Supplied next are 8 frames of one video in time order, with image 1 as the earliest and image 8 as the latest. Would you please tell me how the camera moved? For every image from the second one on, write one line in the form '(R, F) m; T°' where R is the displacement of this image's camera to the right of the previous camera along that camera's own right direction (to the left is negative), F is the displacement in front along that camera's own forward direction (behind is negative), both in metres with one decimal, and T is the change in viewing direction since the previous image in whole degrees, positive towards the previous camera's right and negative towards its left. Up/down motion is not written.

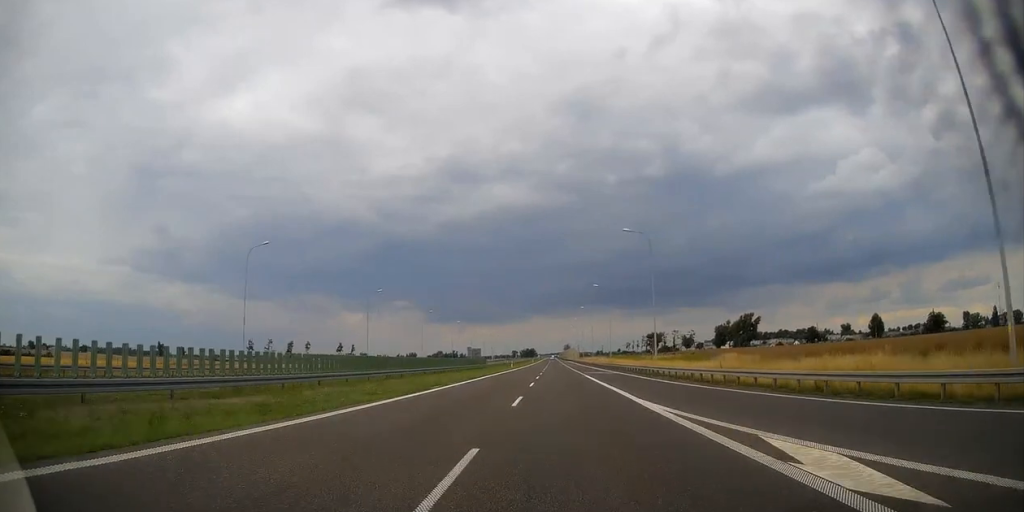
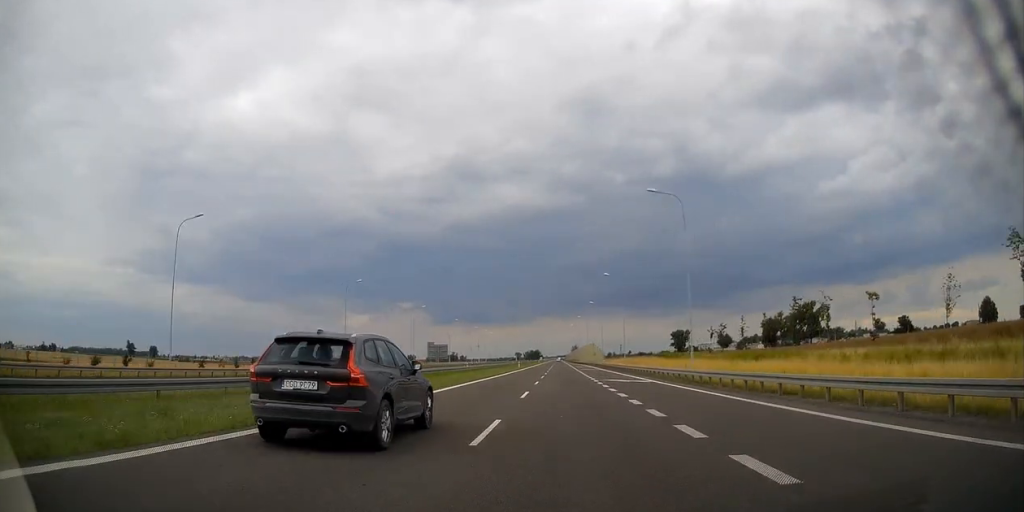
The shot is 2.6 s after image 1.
(0.0, +92.6) m; 0°
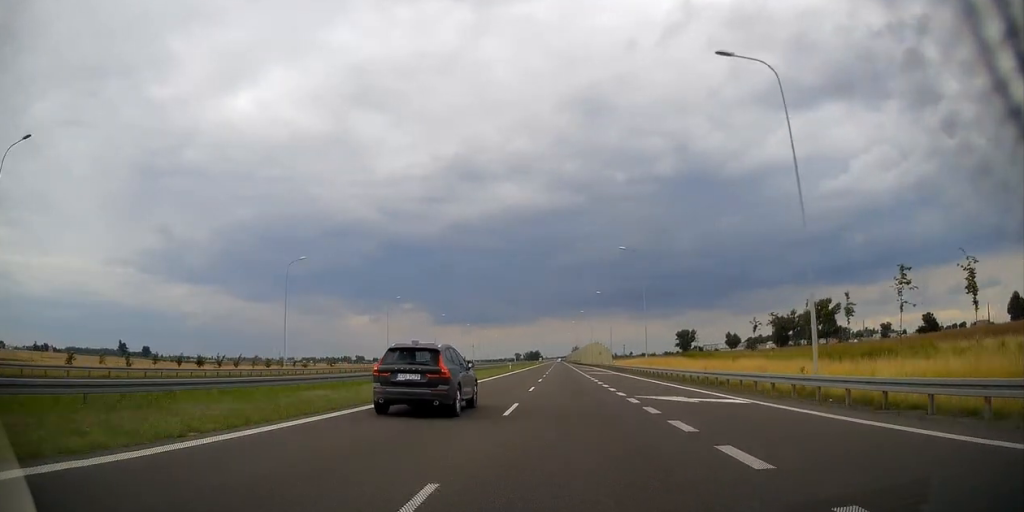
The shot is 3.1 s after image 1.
(-0.1, +19.3) m; 0°
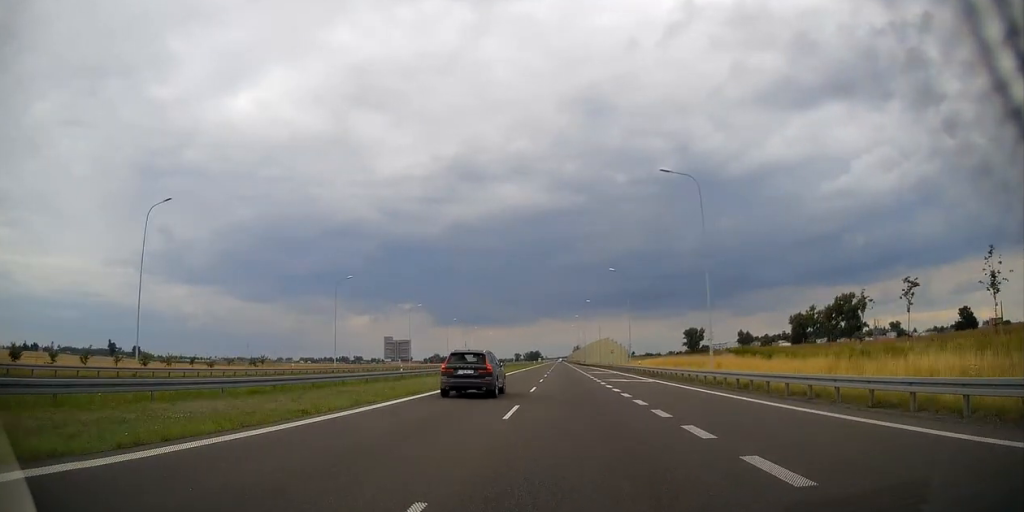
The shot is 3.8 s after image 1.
(0.0, +25.3) m; 0°
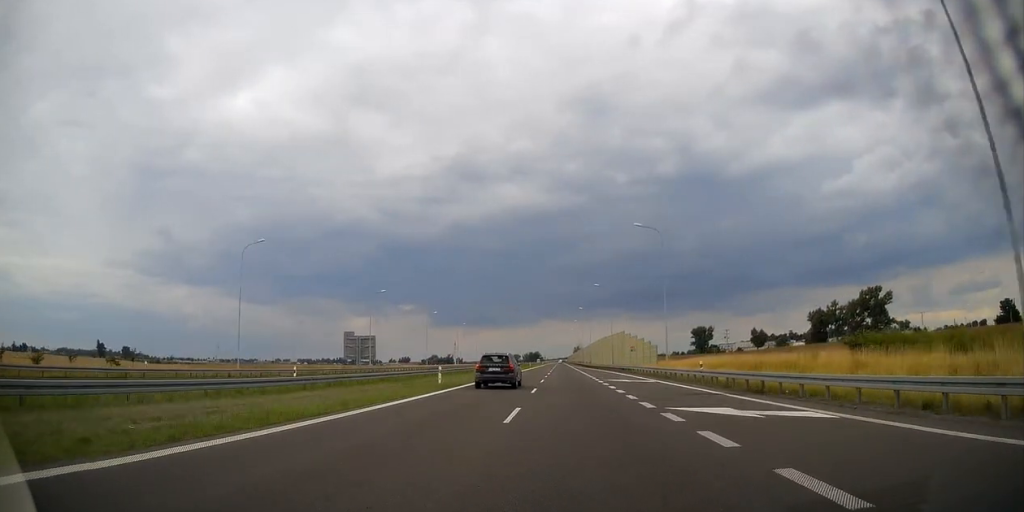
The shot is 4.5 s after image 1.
(+0.1, +25.3) m; 0°
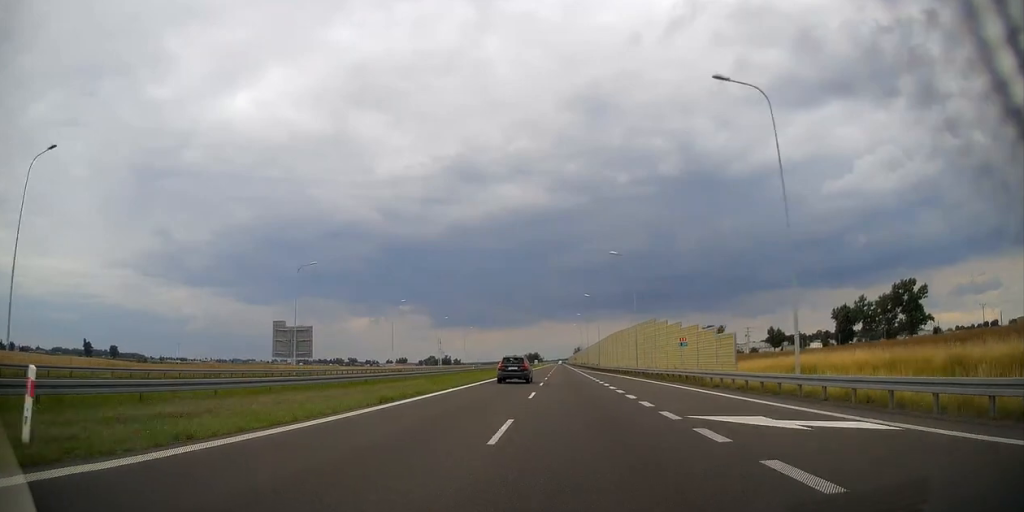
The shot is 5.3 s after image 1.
(0.0, +27.6) m; 0°
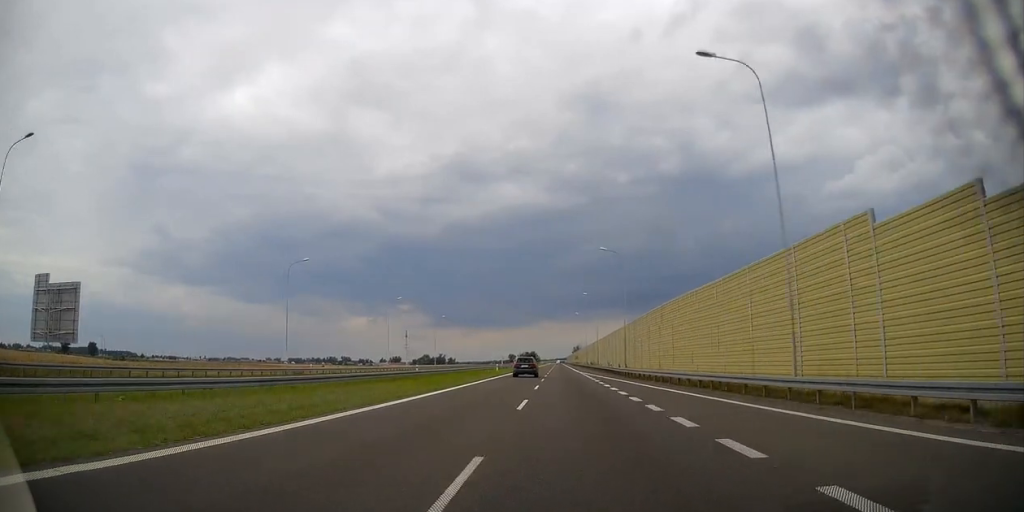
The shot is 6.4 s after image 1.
(+0.2, +41.9) m; 0°
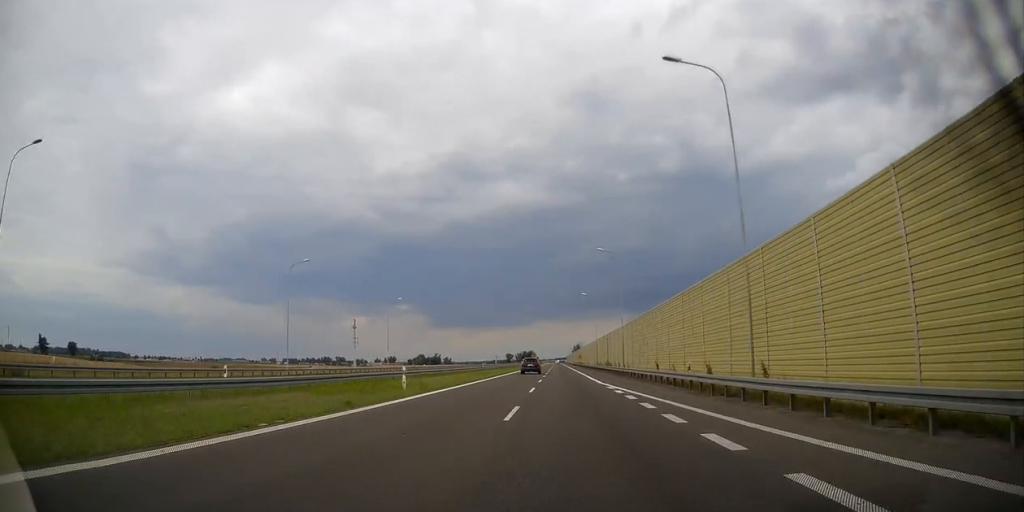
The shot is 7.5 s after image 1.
(-0.1, +39.5) m; 0°
